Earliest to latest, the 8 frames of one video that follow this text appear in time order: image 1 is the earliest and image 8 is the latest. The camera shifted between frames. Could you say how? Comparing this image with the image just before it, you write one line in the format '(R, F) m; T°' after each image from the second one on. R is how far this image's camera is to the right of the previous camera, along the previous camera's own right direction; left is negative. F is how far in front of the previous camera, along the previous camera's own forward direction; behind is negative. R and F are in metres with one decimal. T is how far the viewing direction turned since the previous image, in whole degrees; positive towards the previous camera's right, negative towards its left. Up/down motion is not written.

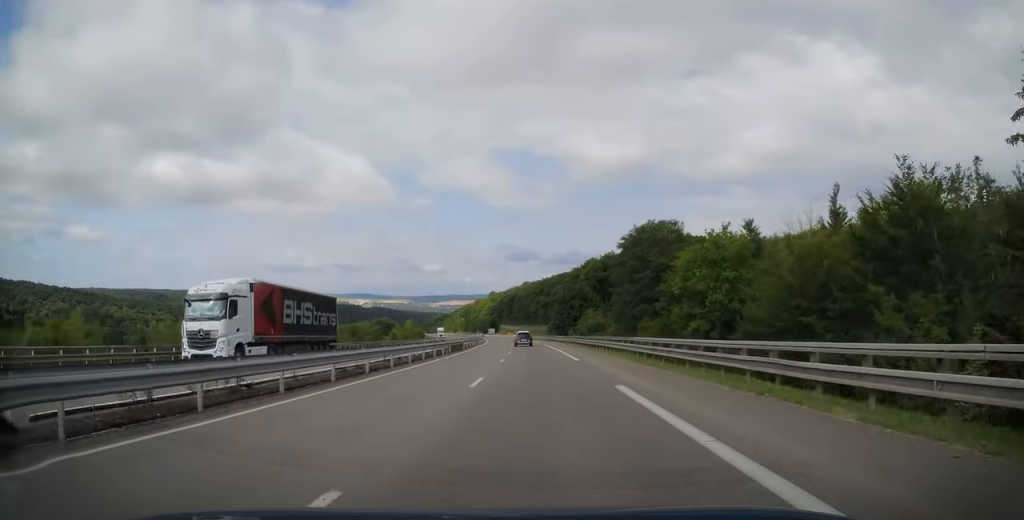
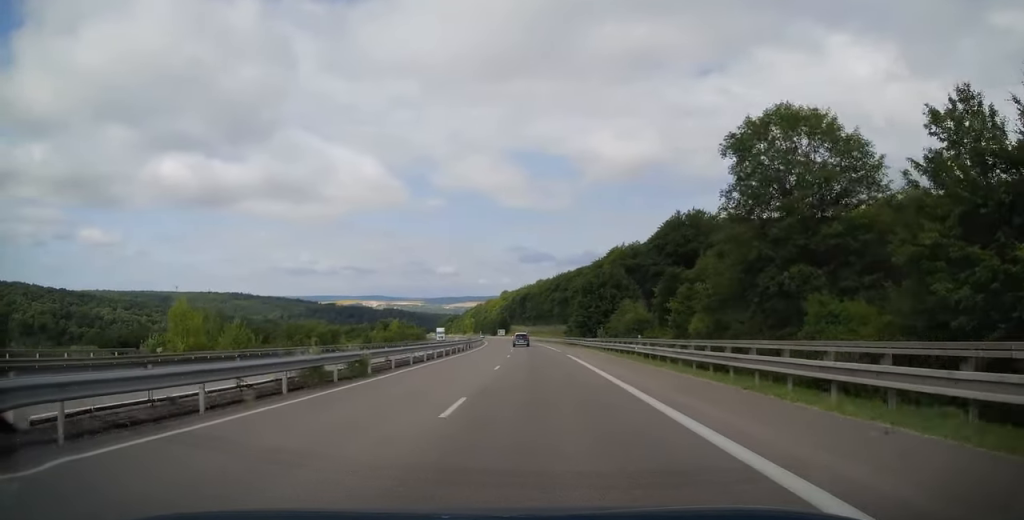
(-0.2, +32.2) m; -1°
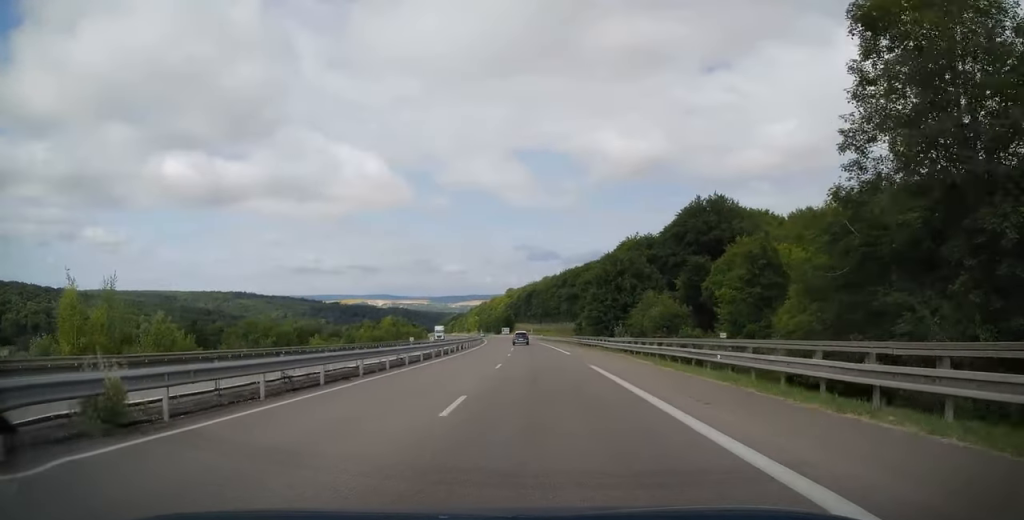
(0.0, +13.3) m; -1°
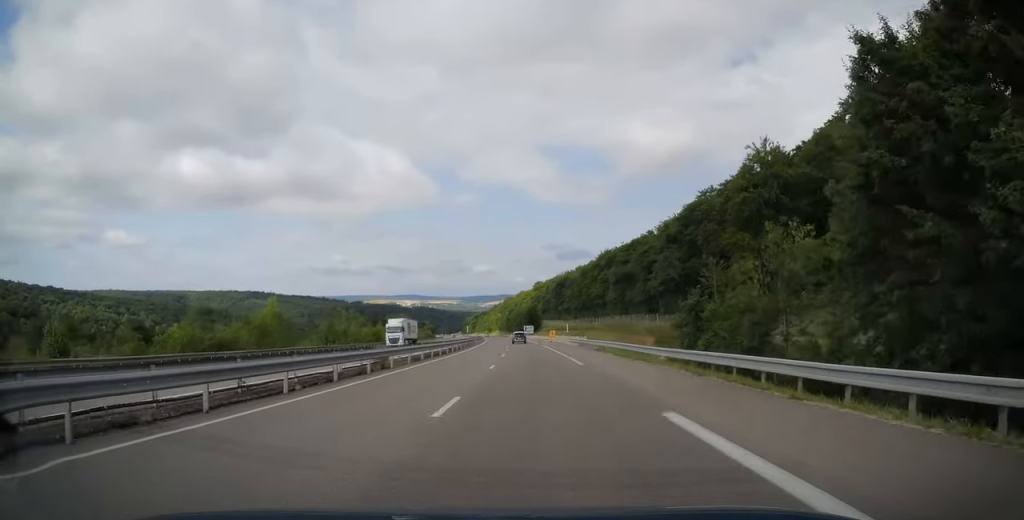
(-2.2, +66.9) m; -3°
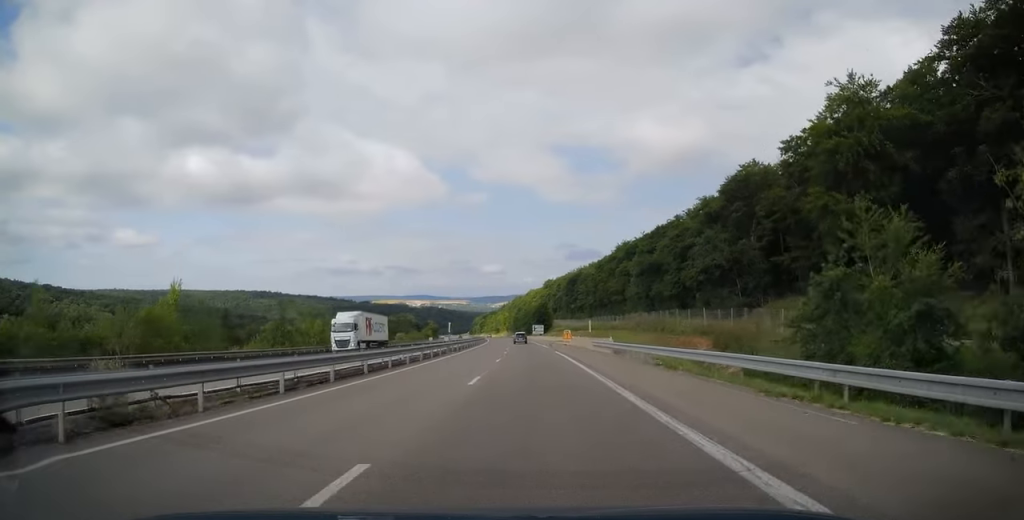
(0.0, +20.1) m; -1°
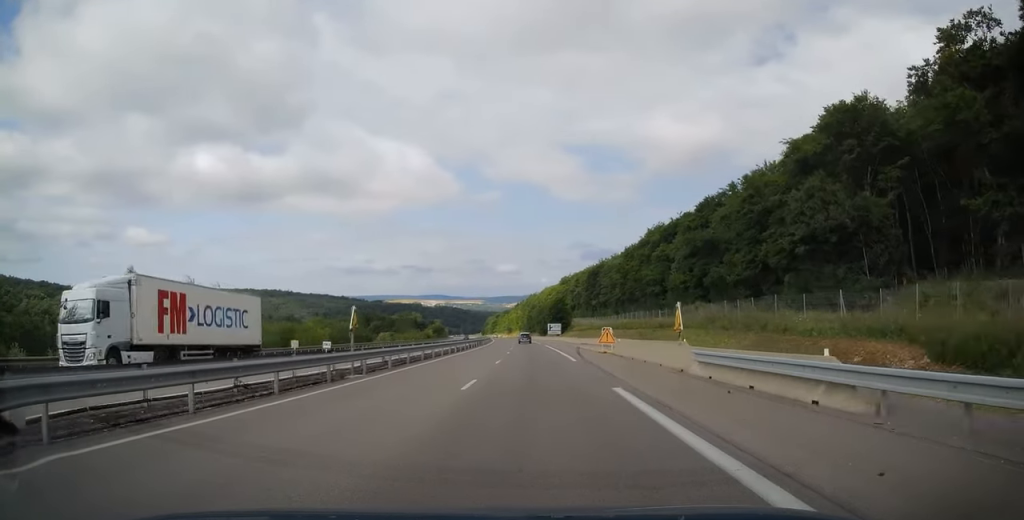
(-0.3, +28.4) m; -1°
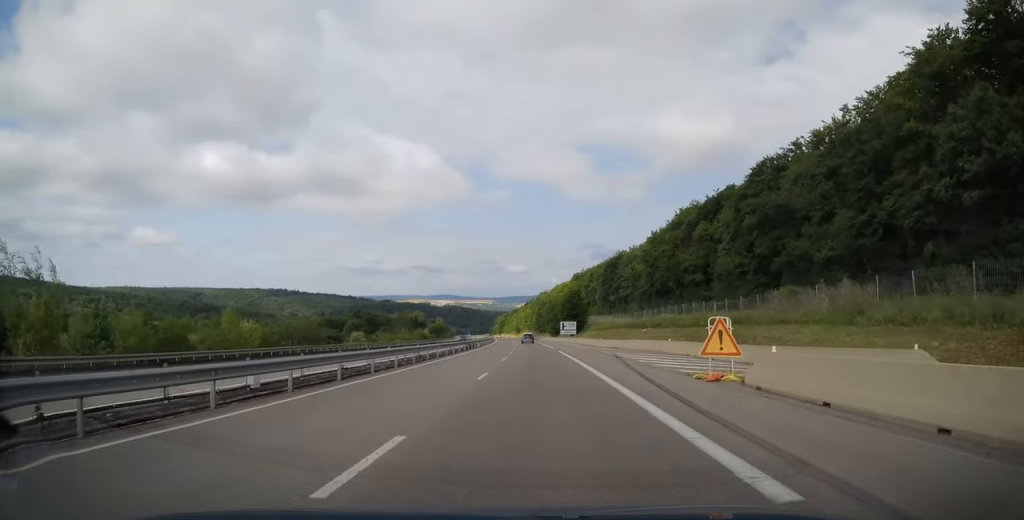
(-0.3, +23.3) m; -1°
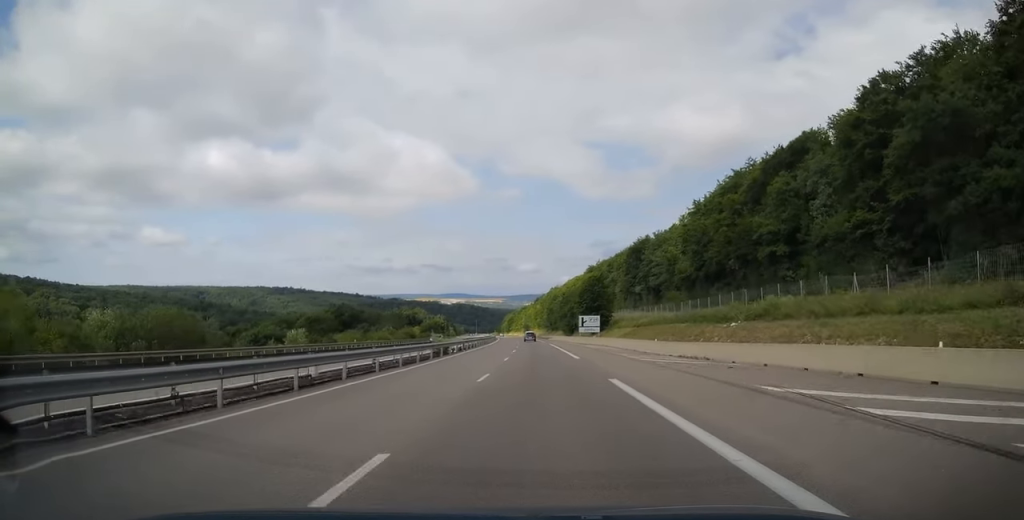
(-0.3, +28.0) m; -1°
